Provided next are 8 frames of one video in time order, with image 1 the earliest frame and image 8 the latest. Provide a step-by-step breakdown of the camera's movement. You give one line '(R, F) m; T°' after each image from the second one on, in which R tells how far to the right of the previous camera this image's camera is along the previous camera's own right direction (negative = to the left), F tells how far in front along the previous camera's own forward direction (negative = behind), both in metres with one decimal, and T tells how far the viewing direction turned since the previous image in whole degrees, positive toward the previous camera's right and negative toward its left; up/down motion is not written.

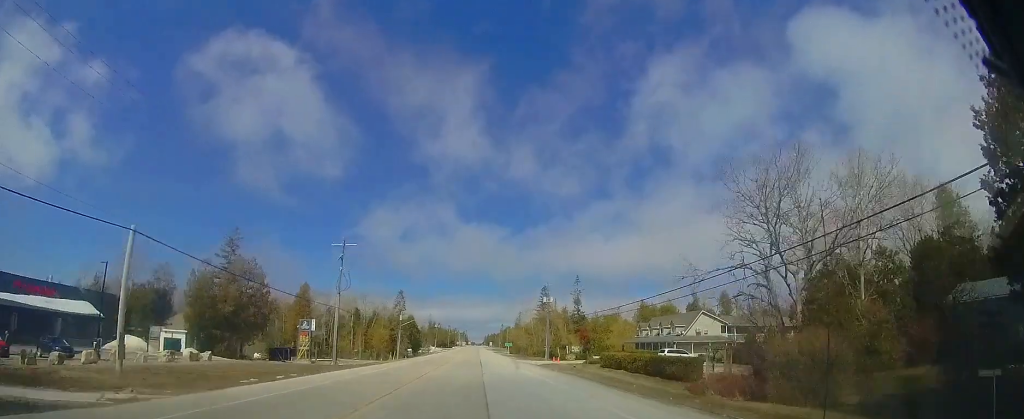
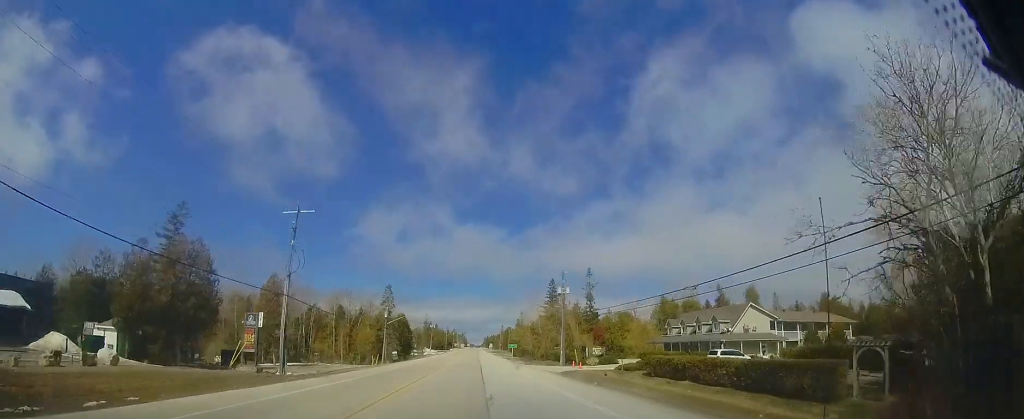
(0.0, +10.3) m; 0°
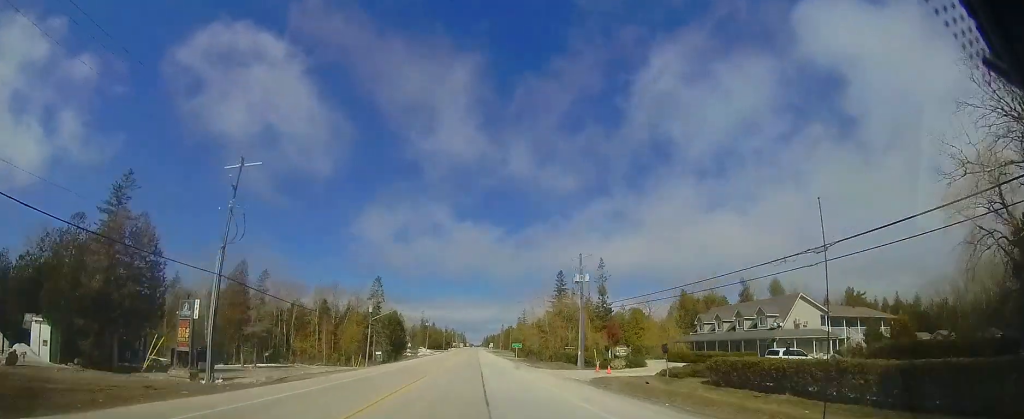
(0.0, +8.1) m; 0°
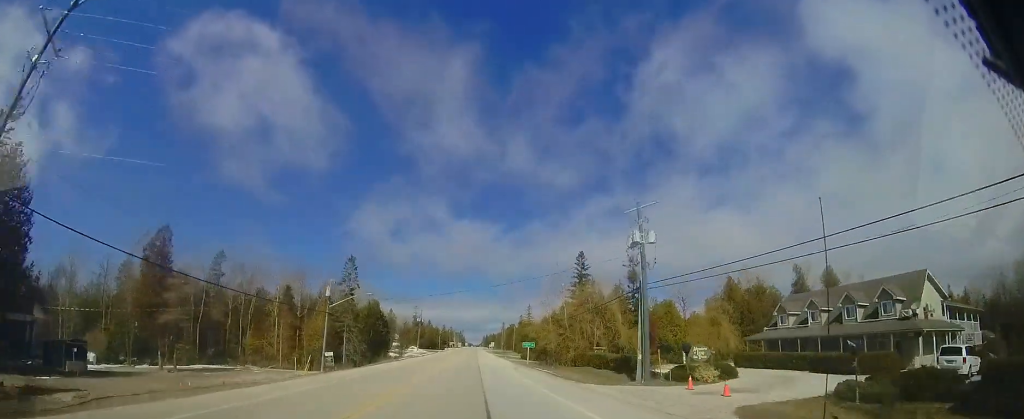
(0.0, +14.3) m; 0°
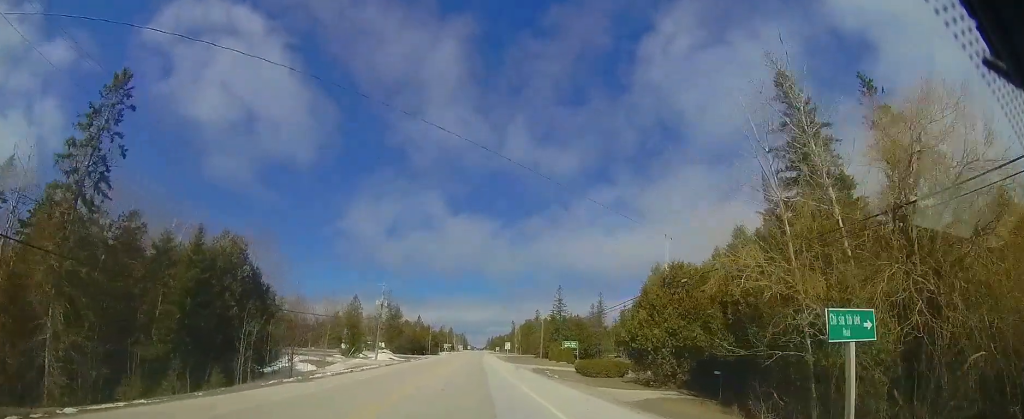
(-0.9, +40.0) m; -2°
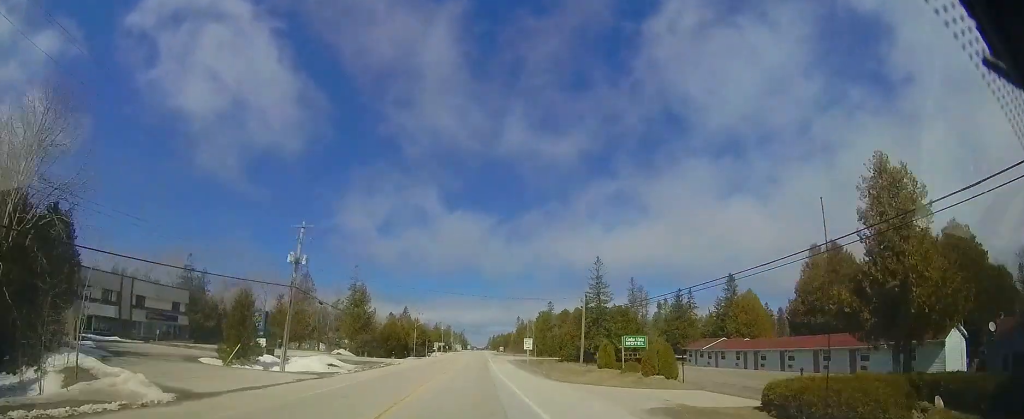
(0.0, +24.8) m; 0°
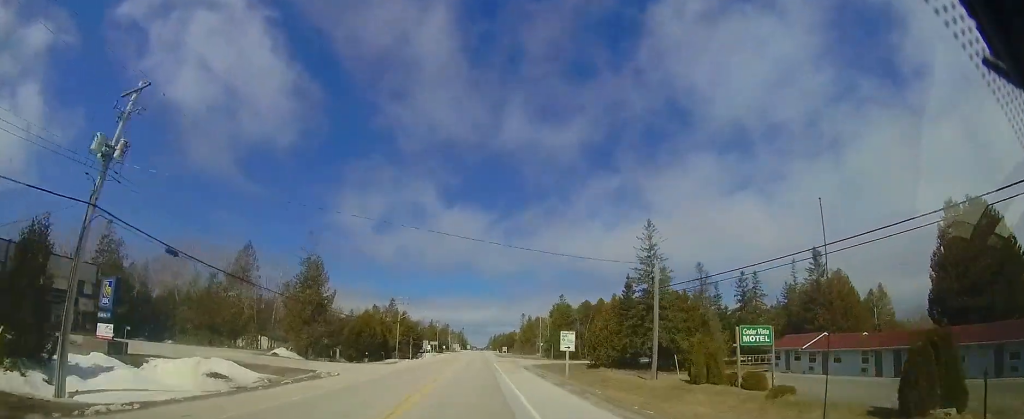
(0.0, +16.4) m; 0°
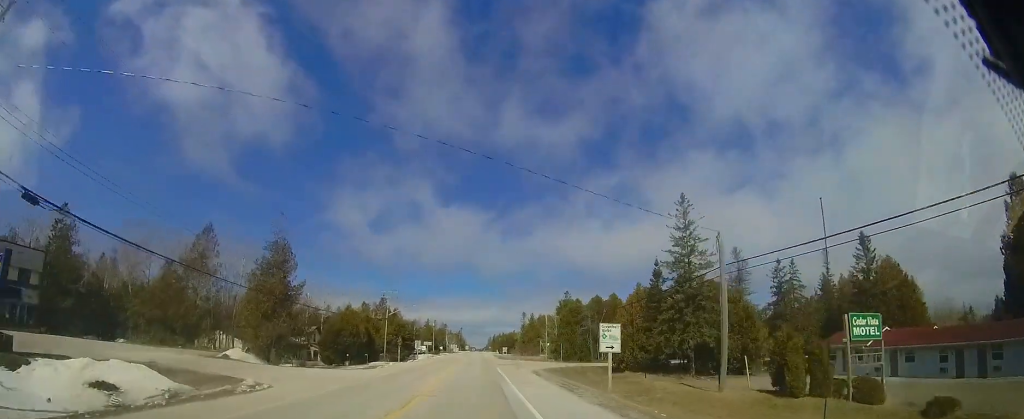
(0.0, +7.1) m; 0°
